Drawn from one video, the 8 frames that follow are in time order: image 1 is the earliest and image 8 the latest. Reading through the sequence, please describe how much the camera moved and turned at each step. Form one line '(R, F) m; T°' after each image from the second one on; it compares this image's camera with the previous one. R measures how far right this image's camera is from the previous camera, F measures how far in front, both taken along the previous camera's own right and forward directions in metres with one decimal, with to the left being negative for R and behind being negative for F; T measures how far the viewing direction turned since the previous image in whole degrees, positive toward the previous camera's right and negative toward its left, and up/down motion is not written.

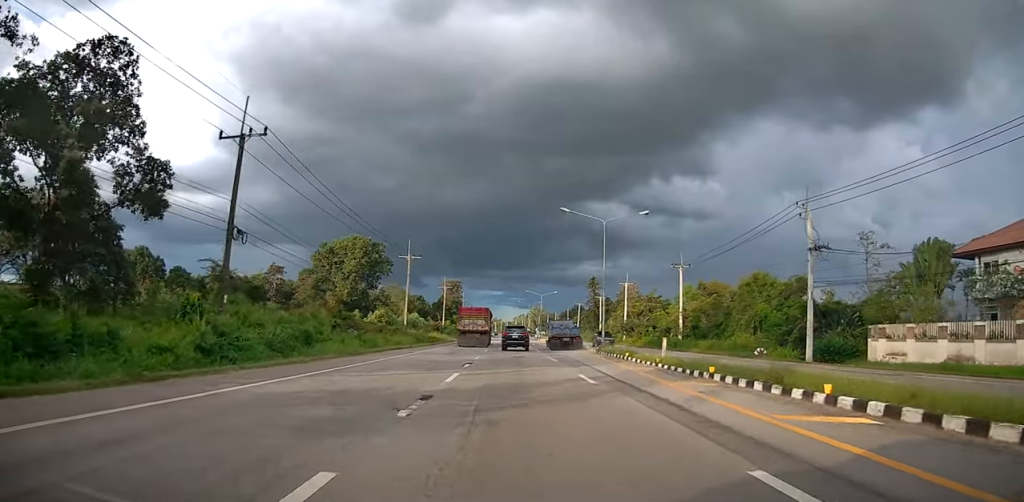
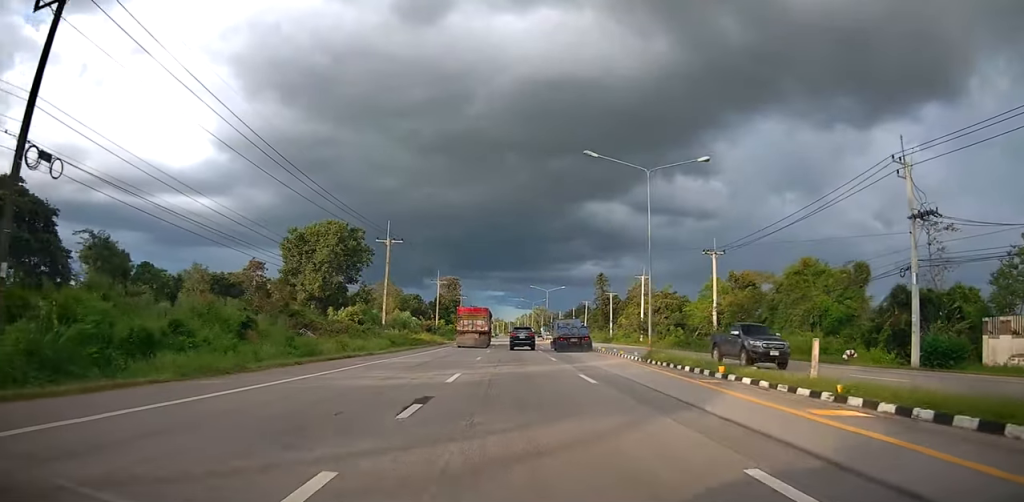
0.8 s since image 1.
(-0.2, +12.1) m; -1°
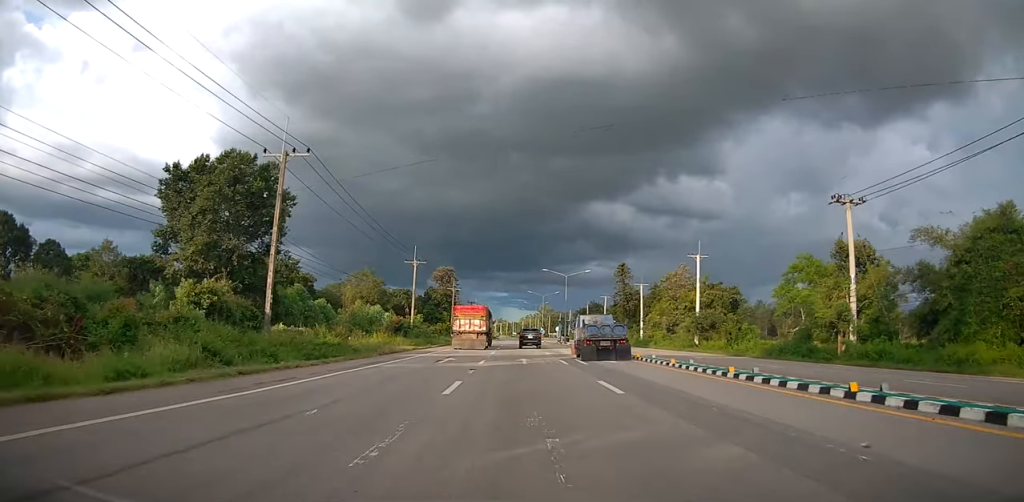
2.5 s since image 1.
(-0.6, +26.9) m; -2°
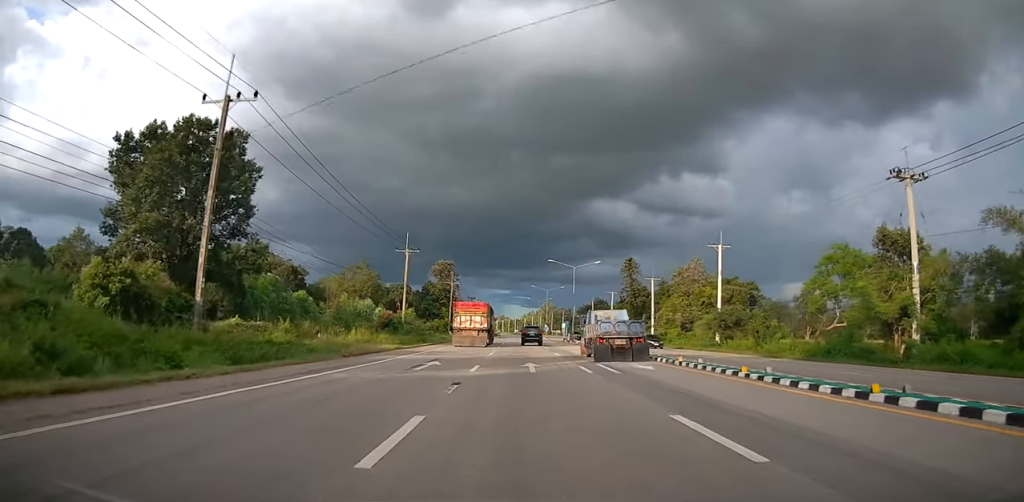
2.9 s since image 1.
(0.0, +6.7) m; 0°
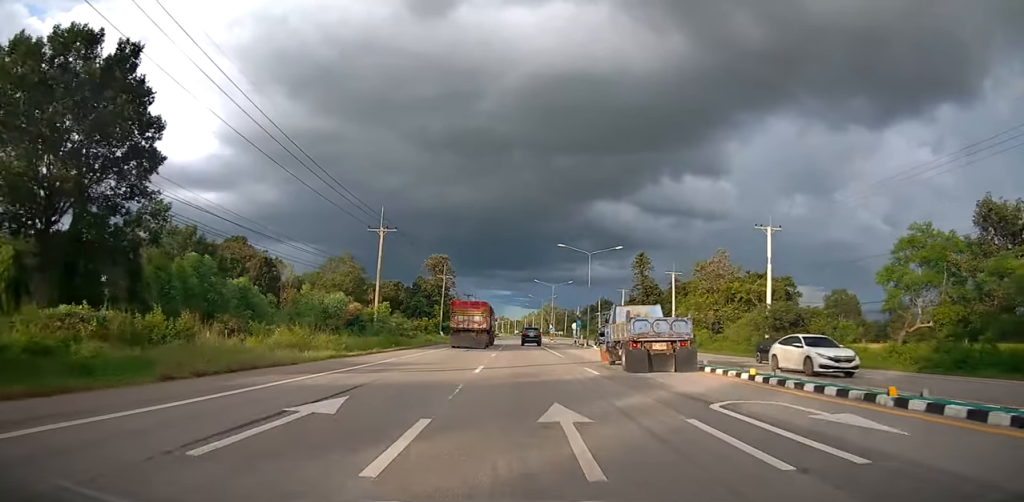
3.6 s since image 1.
(0.0, +12.4) m; -1°
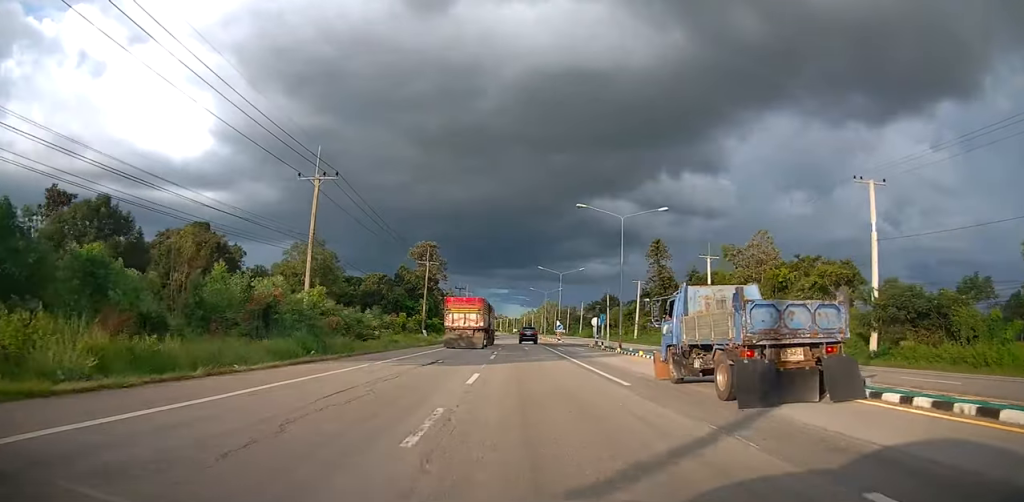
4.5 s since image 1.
(-0.1, +16.1) m; +2°
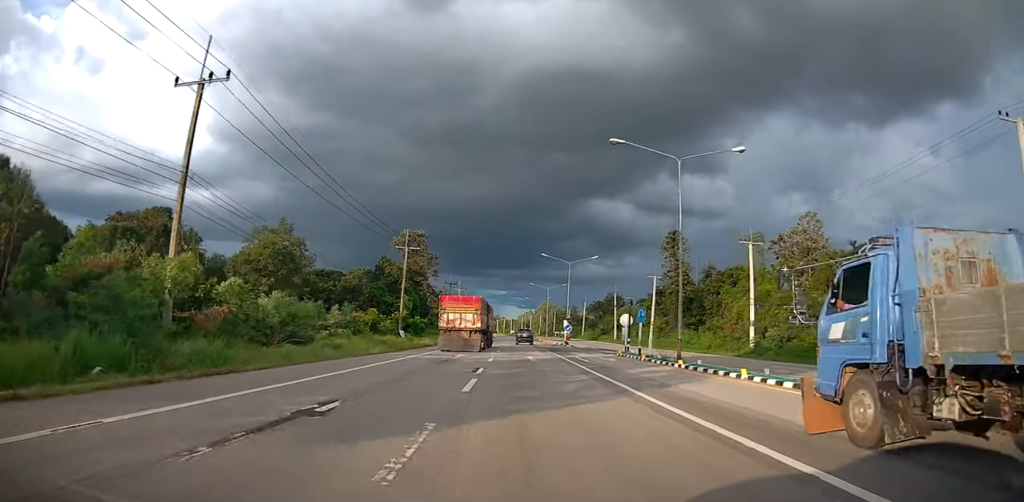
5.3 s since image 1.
(+0.4, +13.2) m; +1°
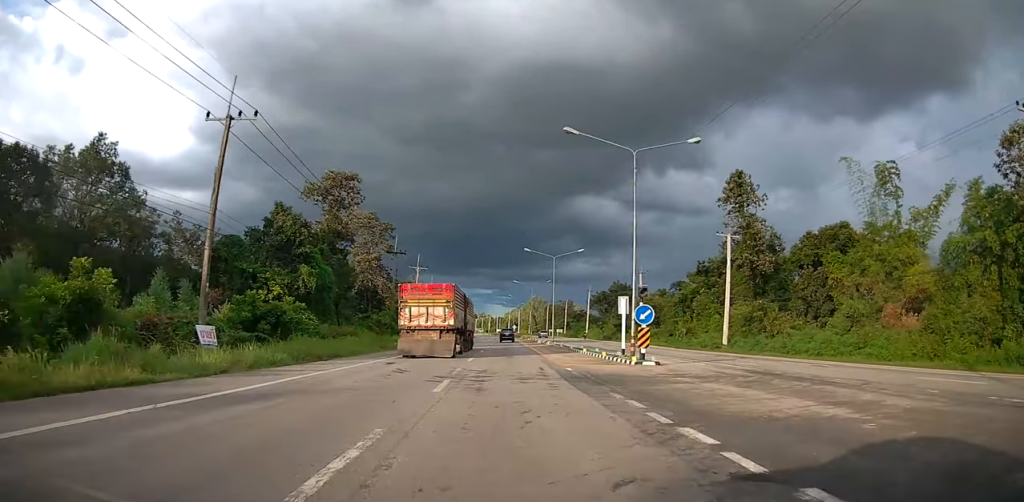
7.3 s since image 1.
(+0.3, +36.8) m; 0°
